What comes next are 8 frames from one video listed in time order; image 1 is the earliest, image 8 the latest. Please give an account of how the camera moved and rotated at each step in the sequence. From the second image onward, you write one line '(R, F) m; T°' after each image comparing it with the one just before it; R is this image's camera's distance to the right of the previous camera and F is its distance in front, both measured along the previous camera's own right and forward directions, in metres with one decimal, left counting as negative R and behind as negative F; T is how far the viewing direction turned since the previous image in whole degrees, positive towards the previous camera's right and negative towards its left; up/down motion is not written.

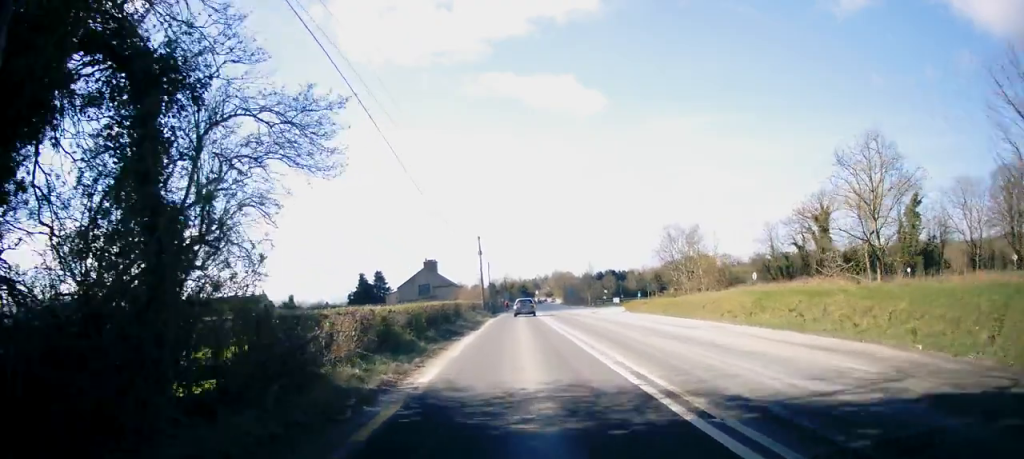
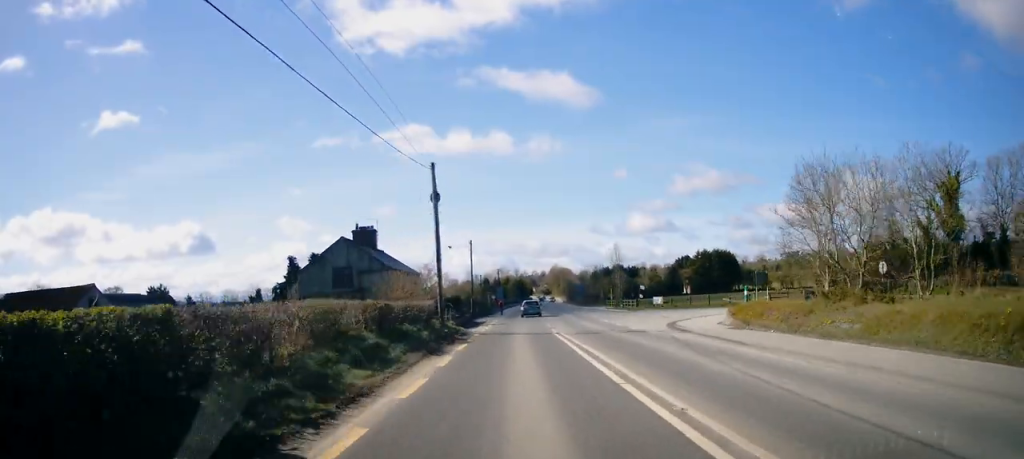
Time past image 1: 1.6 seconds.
(-0.1, +29.6) m; 0°
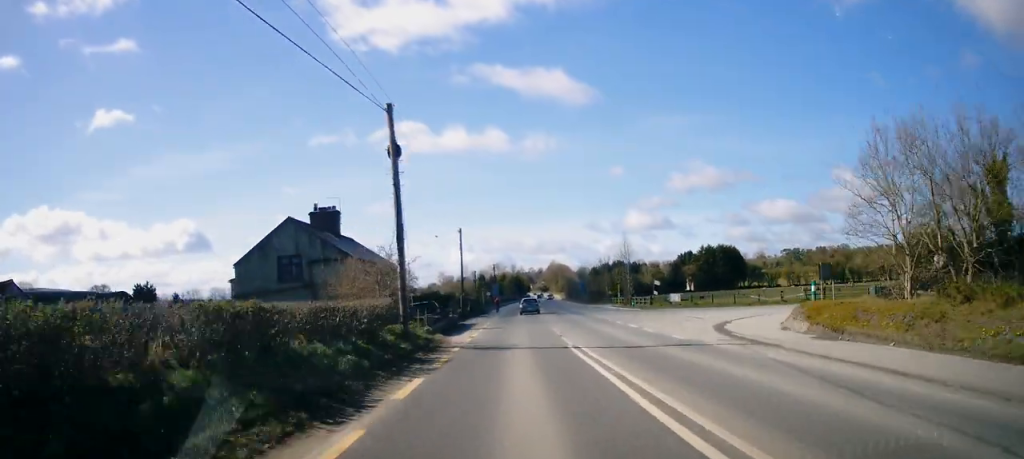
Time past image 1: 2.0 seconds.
(0.0, +8.1) m; 0°
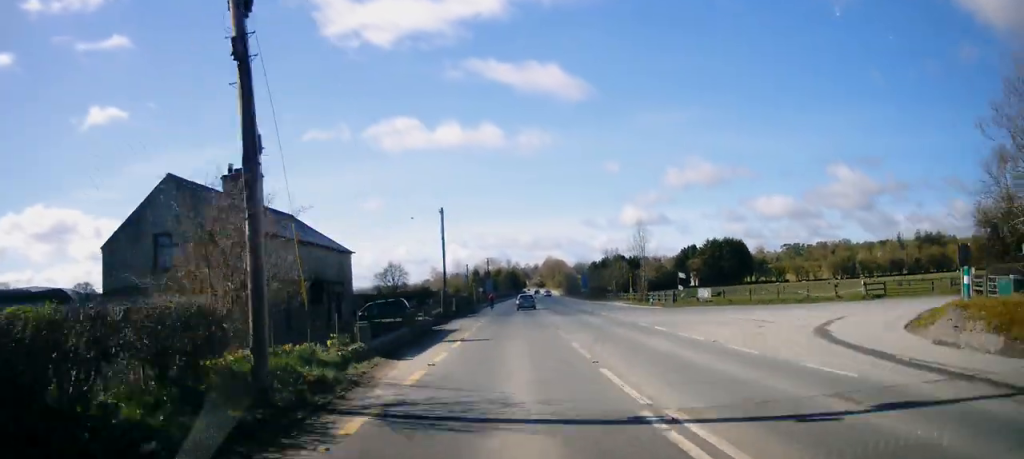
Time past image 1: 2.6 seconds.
(-0.1, +10.1) m; +1°
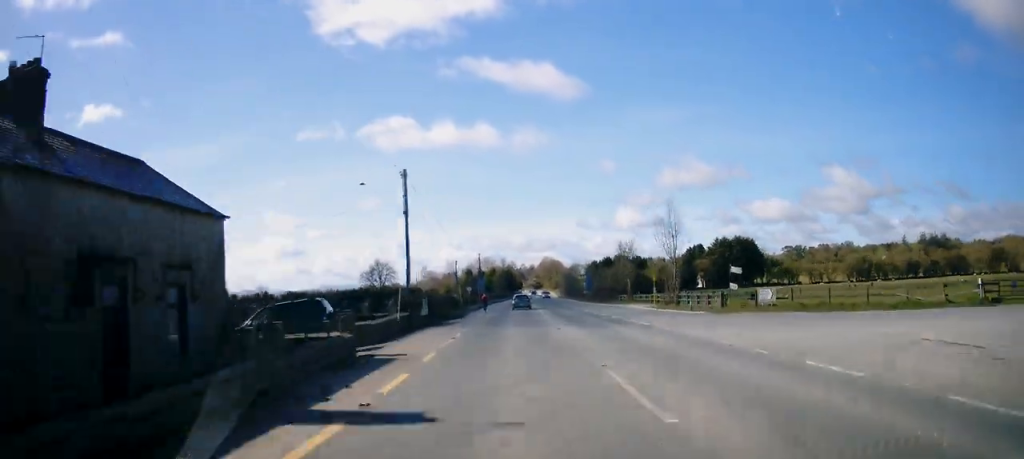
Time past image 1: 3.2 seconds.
(+0.2, +12.8) m; +1°
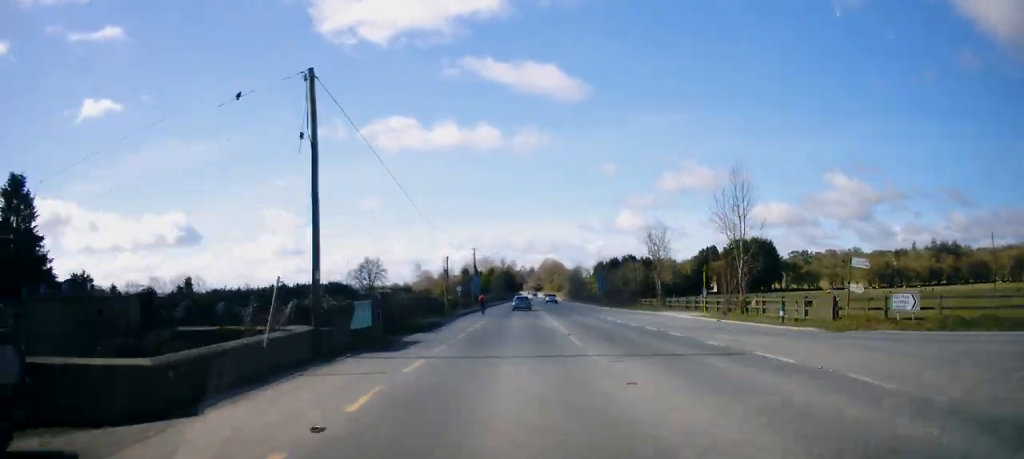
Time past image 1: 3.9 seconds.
(+0.2, +13.5) m; 0°
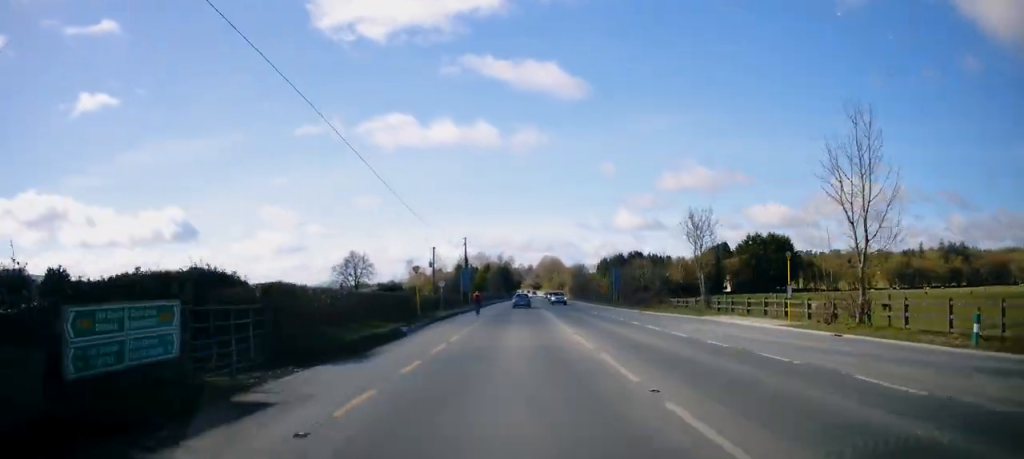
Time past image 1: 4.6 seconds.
(-0.2, +12.5) m; 0°
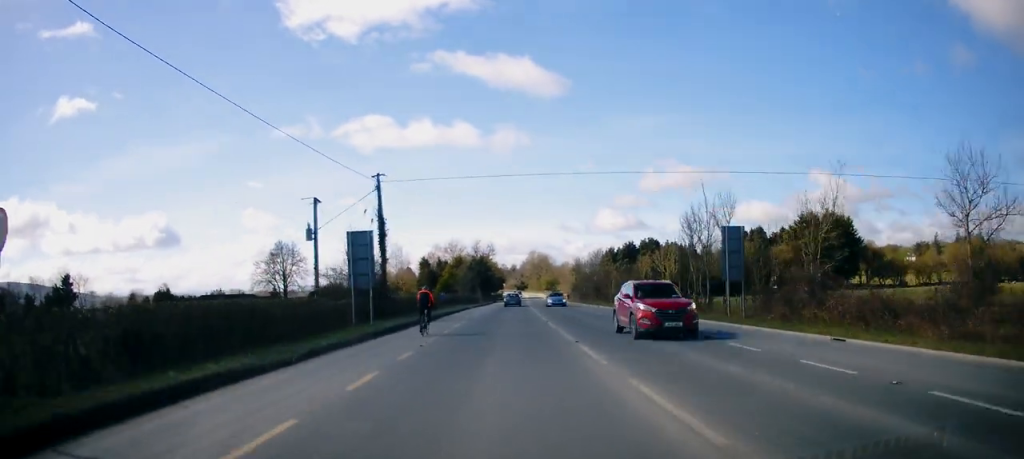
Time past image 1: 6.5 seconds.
(+0.4, +39.0) m; +1°
